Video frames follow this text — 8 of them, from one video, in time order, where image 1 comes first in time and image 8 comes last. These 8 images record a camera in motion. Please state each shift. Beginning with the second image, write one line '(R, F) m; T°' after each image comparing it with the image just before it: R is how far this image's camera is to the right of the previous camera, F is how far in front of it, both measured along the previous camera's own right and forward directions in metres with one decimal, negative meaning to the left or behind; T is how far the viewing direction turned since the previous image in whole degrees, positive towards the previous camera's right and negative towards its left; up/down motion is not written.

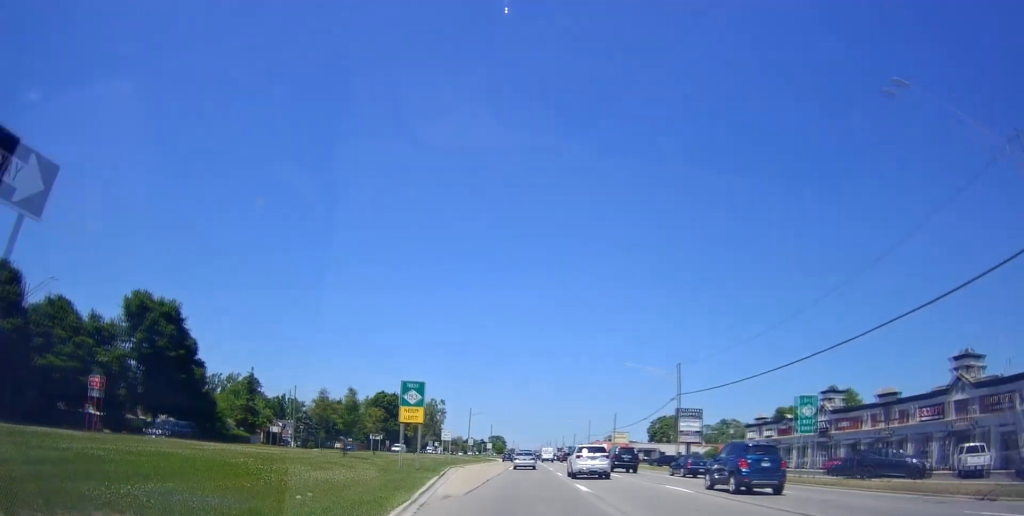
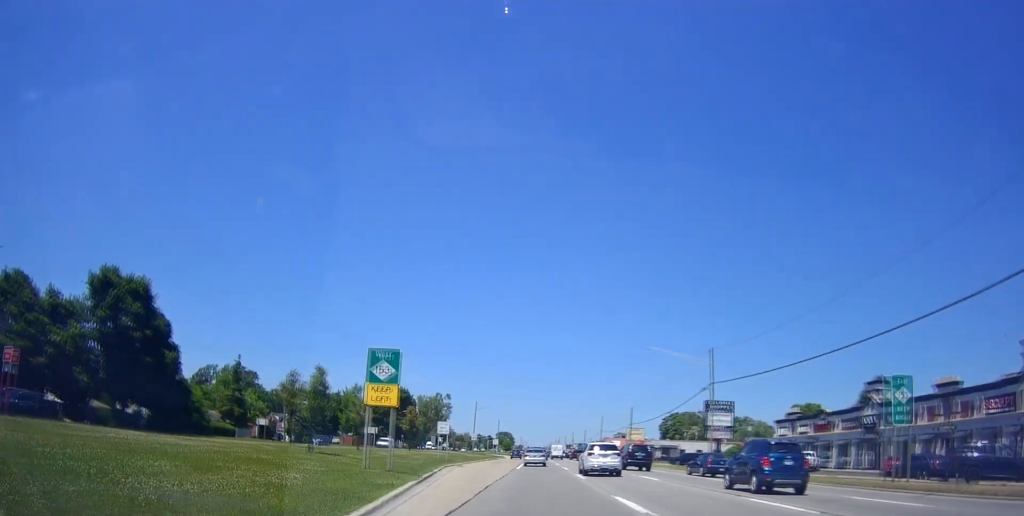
(-0.2, +8.0) m; -1°
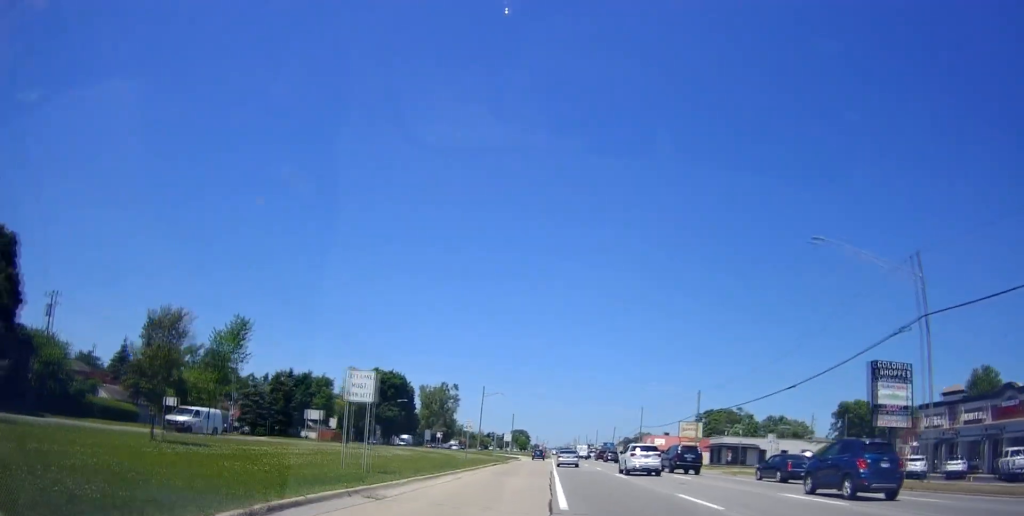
(-0.1, +27.7) m; 0°
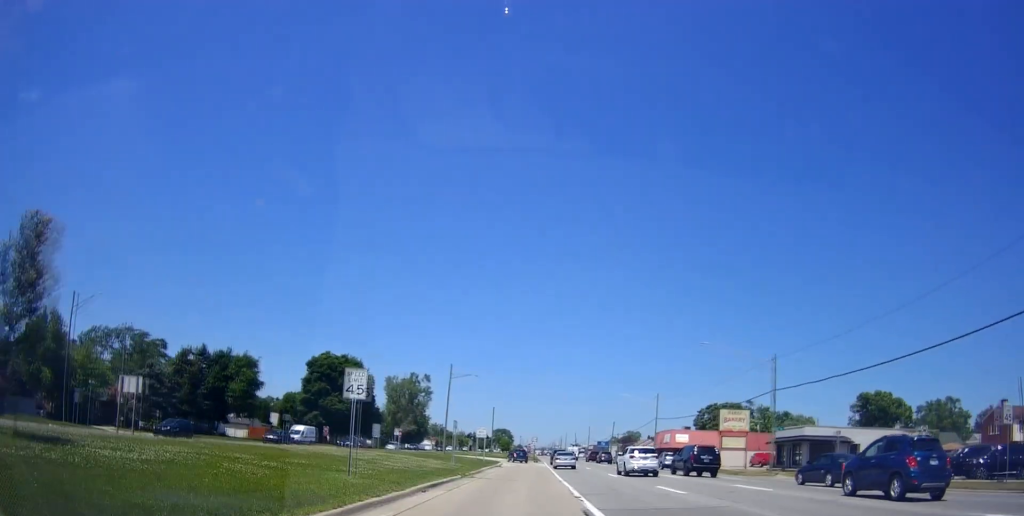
(0.0, +24.6) m; +1°
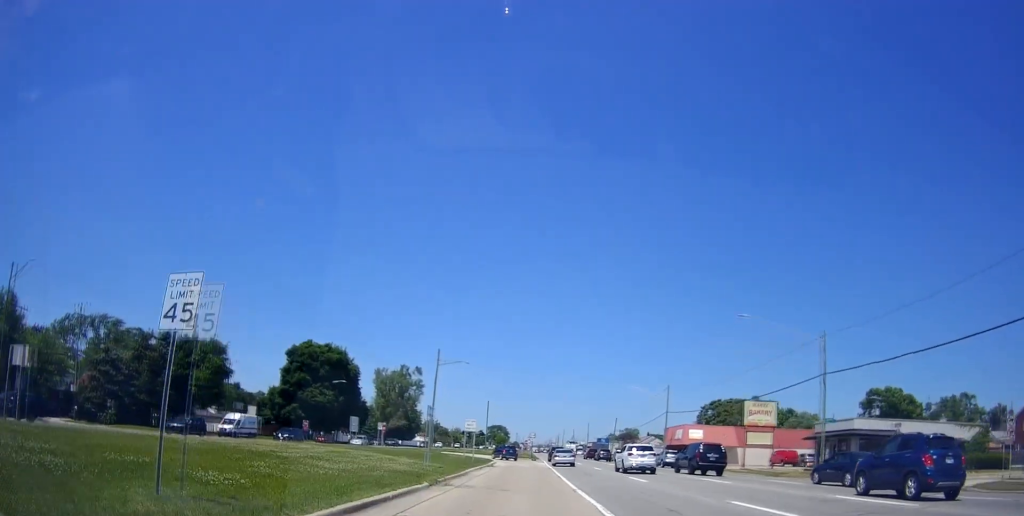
(0.0, +8.4) m; +1°
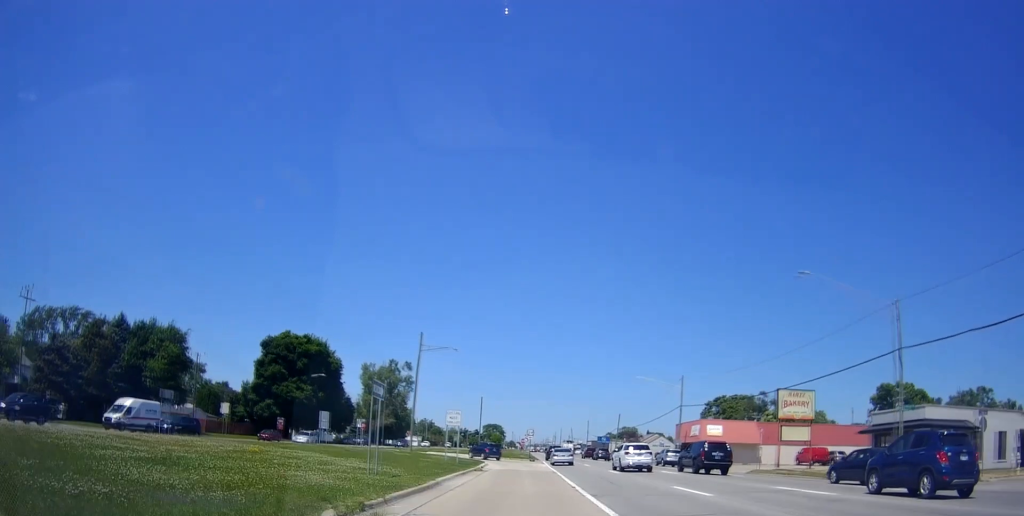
(+0.1, +8.9) m; +1°
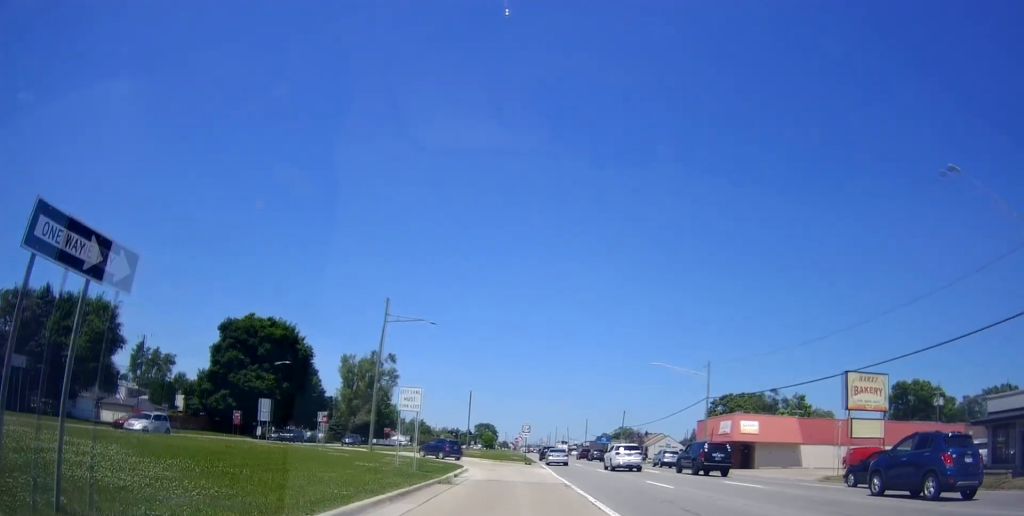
(+0.2, +12.4) m; +1°
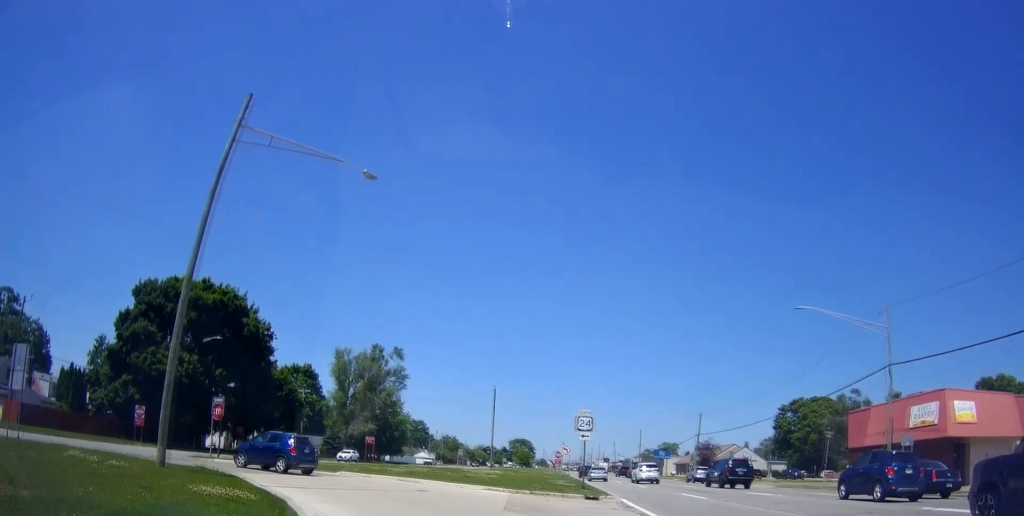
(-0.3, +28.7) m; -5°
